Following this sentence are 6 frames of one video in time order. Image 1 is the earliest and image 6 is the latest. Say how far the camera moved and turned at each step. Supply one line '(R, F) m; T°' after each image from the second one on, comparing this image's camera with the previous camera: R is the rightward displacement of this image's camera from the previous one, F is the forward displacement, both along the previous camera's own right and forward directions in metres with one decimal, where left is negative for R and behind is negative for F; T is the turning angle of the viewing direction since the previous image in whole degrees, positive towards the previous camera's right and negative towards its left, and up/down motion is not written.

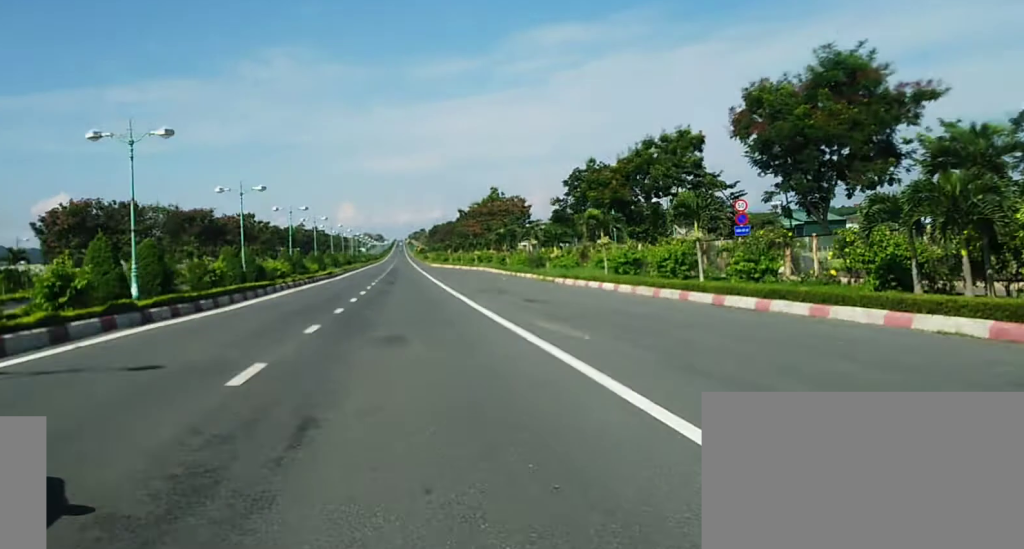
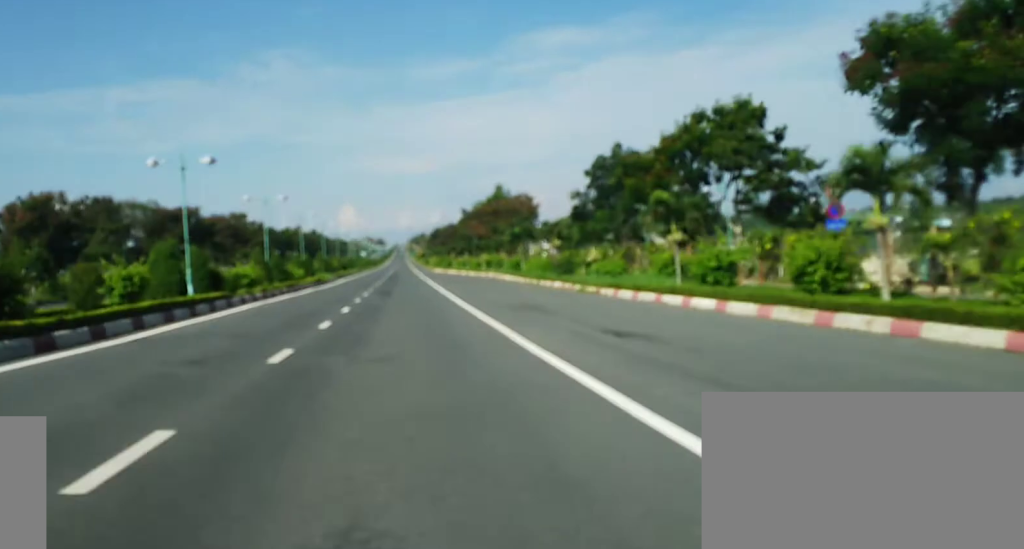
(0.0, +12.8) m; 0°
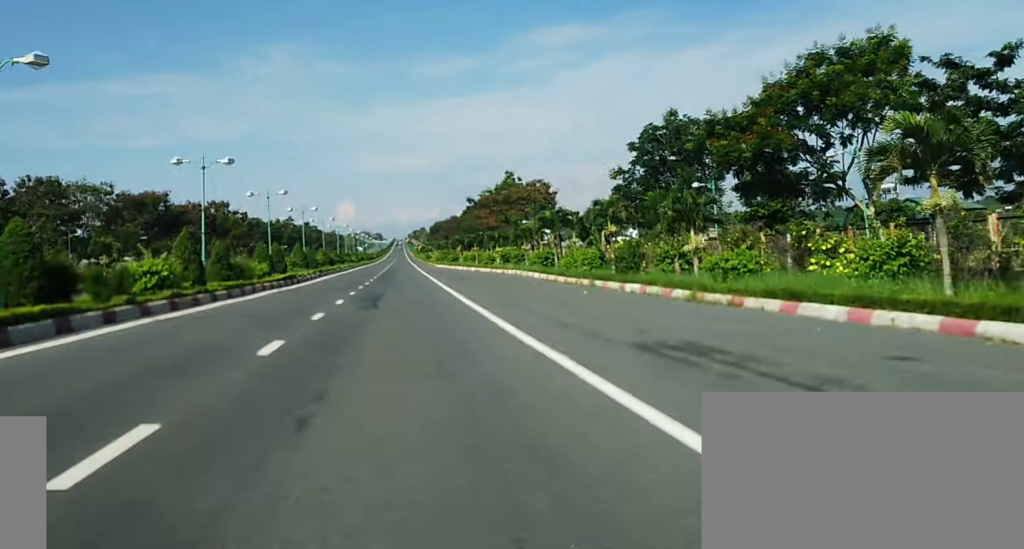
(0.0, +16.2) m; 0°
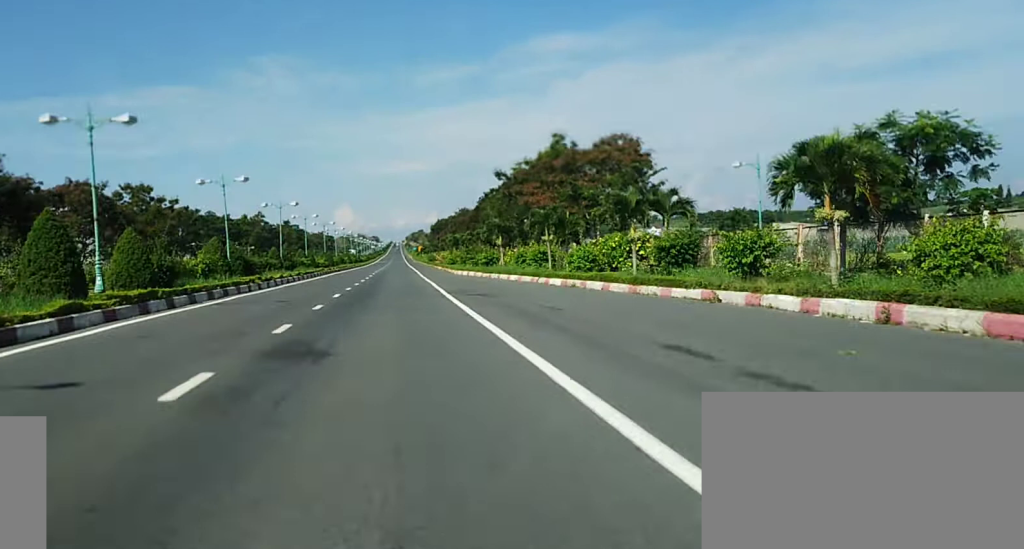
(+0.1, +52.3) m; +1°
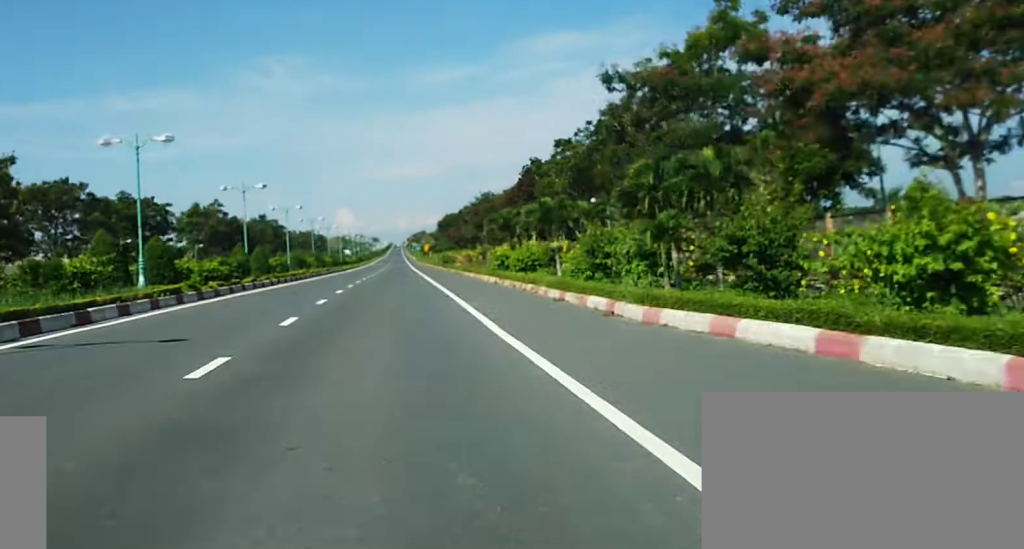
(+0.3, +56.6) m; -1°
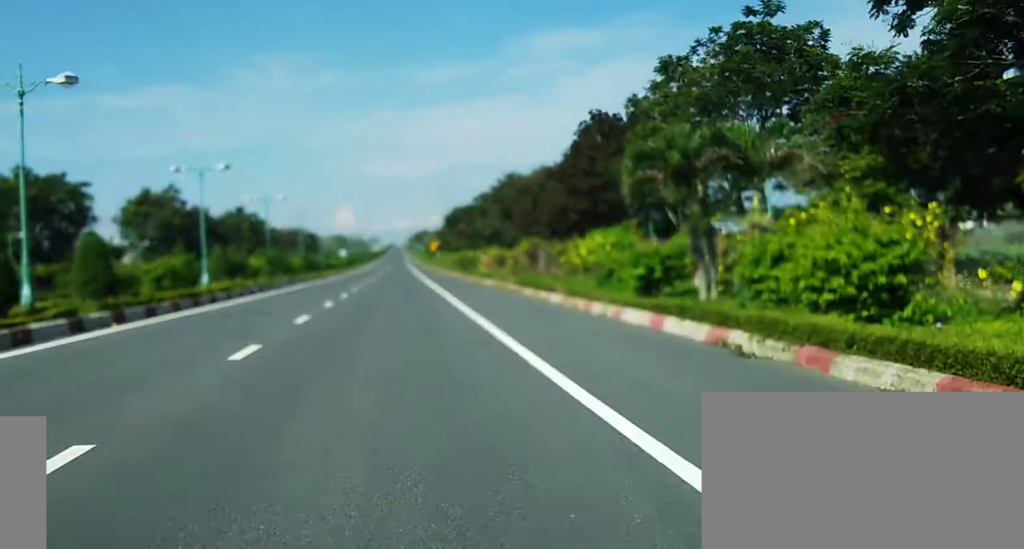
(-0.5, +30.2) m; 0°
